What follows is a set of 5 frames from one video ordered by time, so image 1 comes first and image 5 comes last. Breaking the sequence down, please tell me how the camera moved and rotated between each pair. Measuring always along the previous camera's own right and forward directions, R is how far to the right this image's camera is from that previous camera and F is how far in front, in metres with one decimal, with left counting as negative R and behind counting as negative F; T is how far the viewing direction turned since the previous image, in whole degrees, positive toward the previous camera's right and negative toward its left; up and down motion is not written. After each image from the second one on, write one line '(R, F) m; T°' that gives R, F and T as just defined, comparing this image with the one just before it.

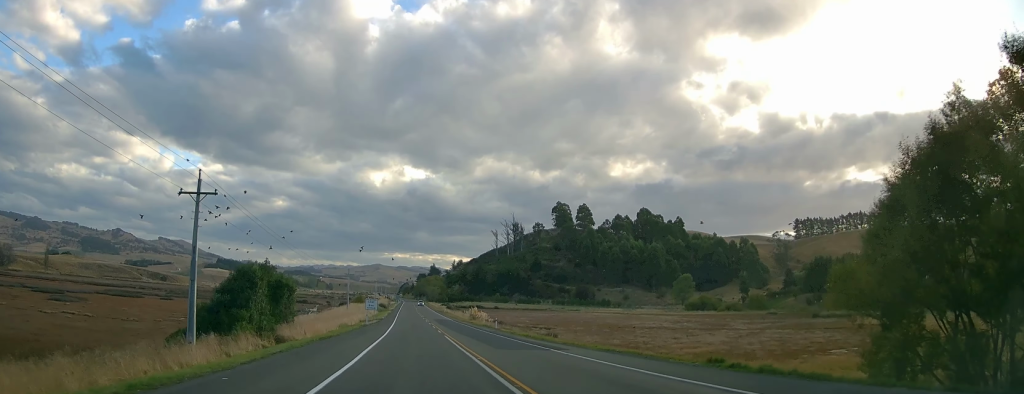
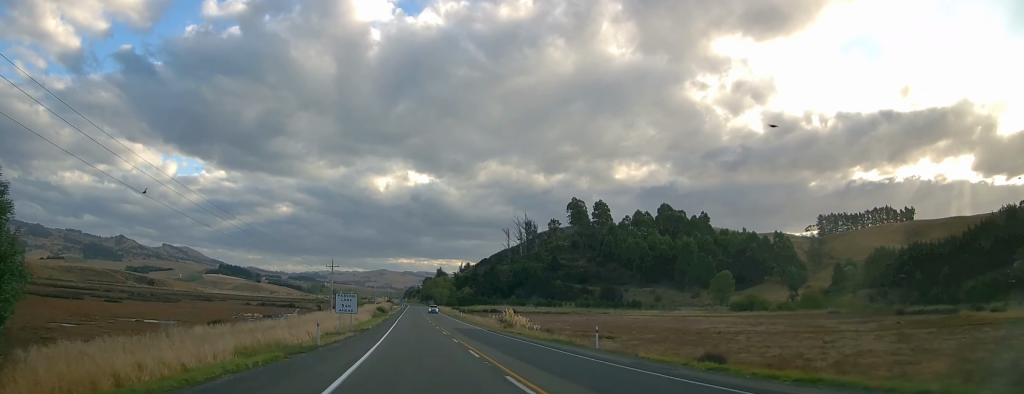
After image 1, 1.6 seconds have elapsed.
(-1.5, +33.9) m; -1°
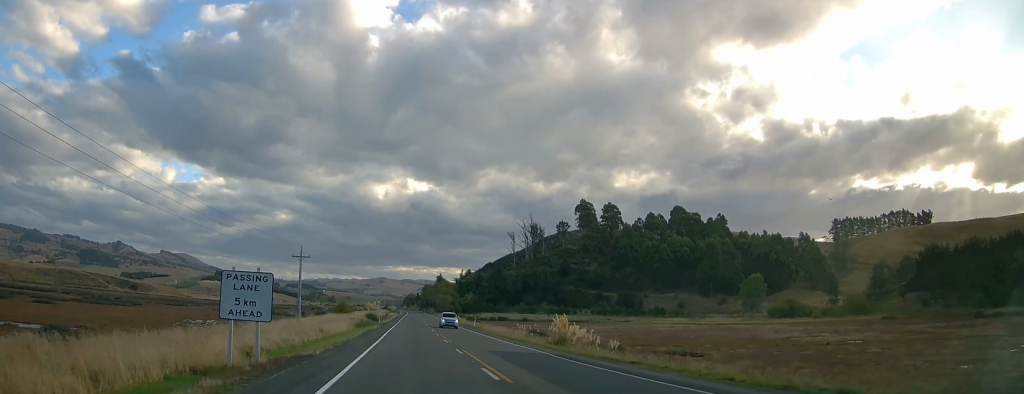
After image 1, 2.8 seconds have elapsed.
(0.0, +26.4) m; 0°
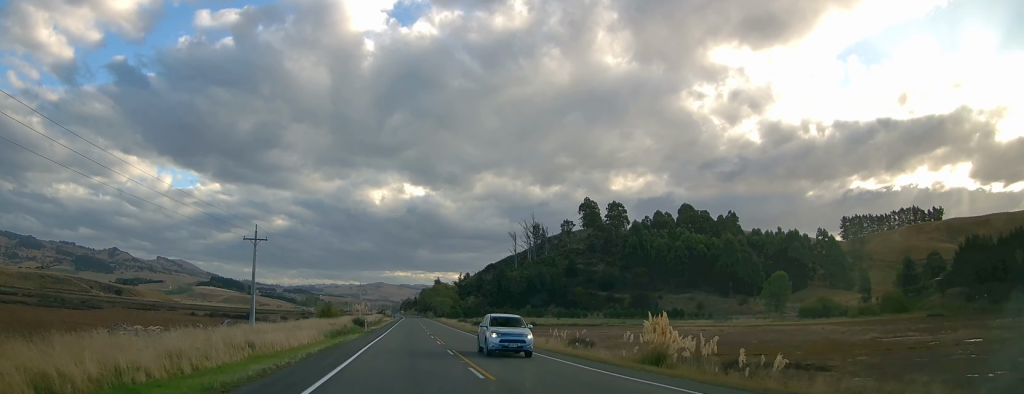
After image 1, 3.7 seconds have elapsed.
(0.0, +20.0) m; 0°
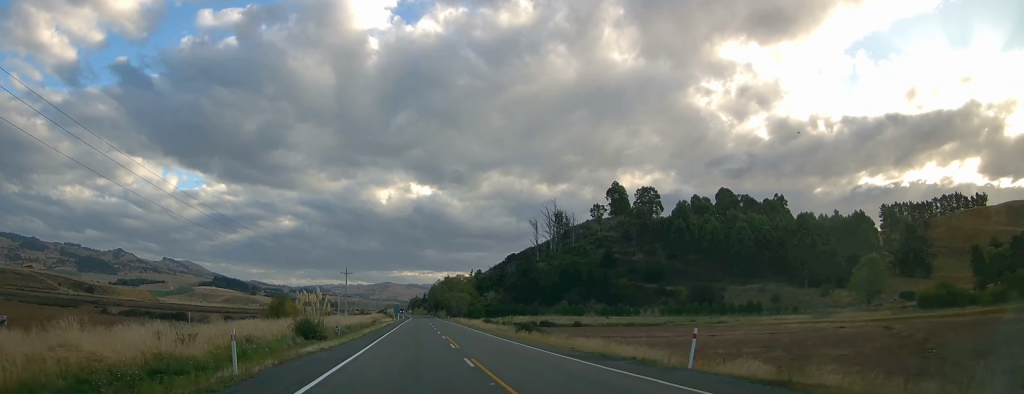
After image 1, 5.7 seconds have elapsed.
(0.0, +46.9) m; +1°
